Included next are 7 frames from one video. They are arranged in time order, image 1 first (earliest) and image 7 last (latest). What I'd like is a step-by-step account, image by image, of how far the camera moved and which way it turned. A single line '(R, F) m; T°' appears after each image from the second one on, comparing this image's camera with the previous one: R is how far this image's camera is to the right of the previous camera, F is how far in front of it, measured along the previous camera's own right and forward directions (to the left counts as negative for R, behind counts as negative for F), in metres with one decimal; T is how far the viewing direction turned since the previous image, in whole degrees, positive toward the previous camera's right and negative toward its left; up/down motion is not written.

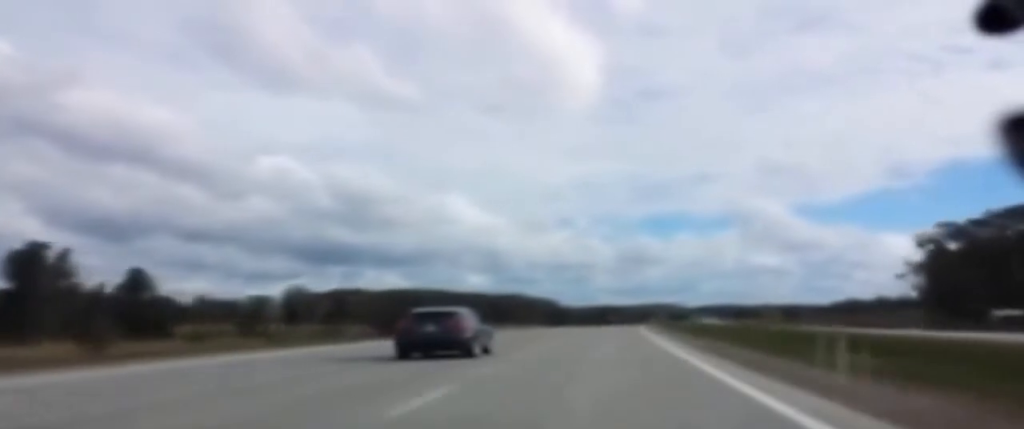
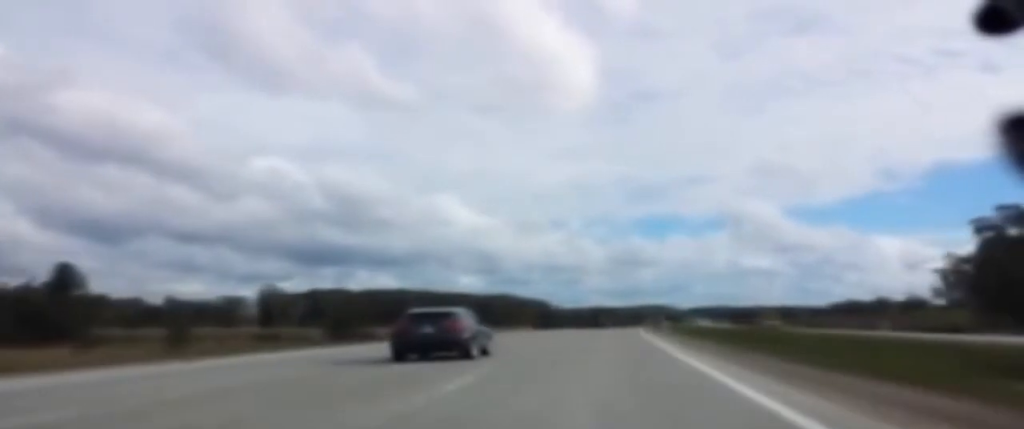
(-0.1, +22.2) m; +1°
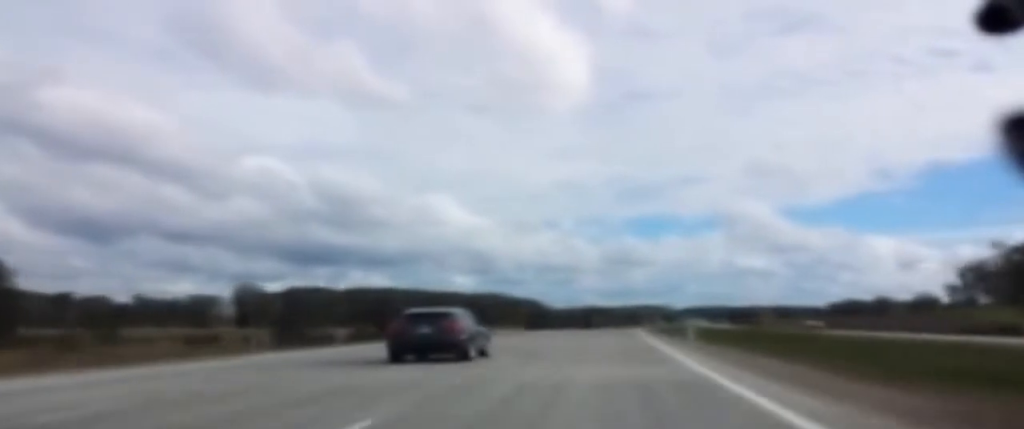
(+0.3, +18.2) m; 0°
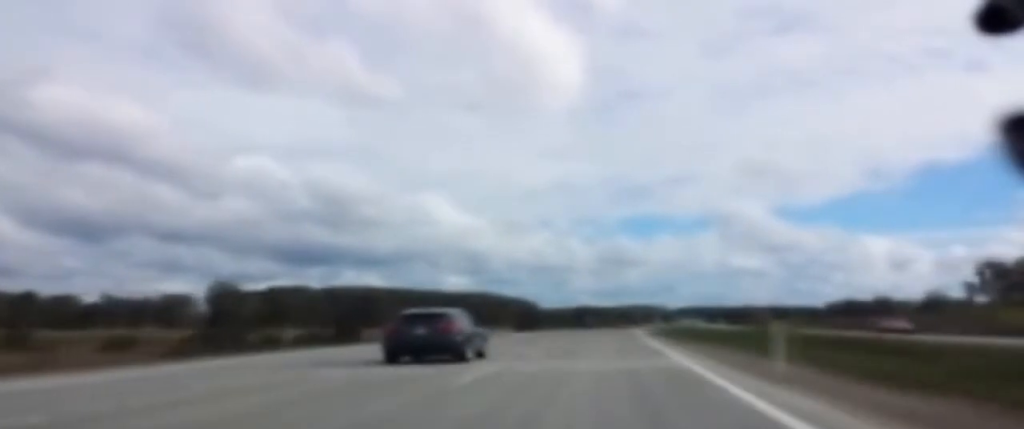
(+0.1, +17.2) m; 0°
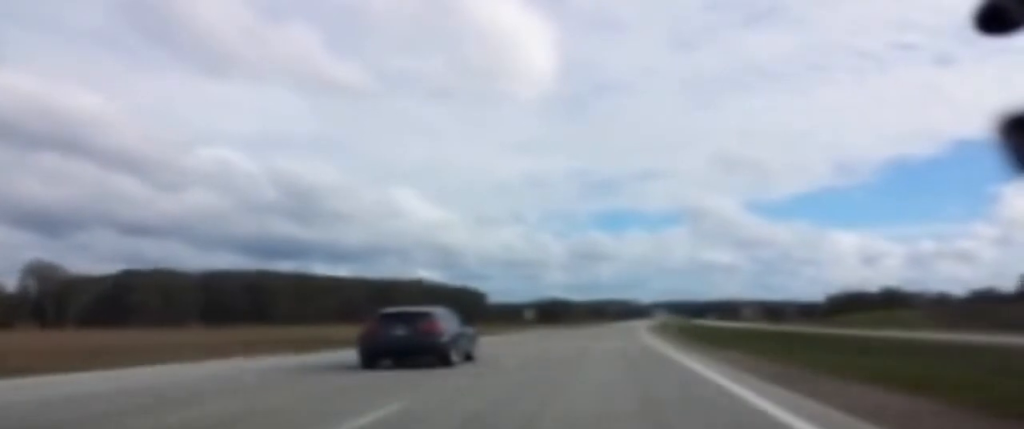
(+1.7, +93.0) m; +2°
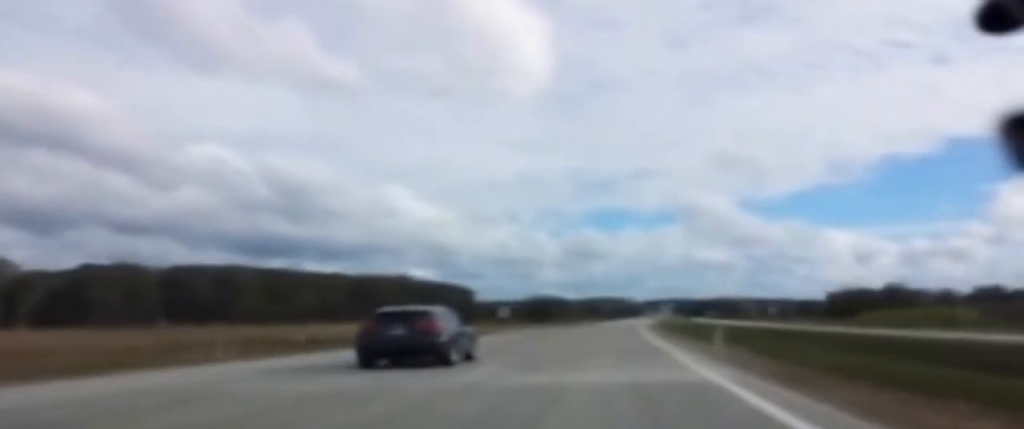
(+0.1, +18.3) m; 0°
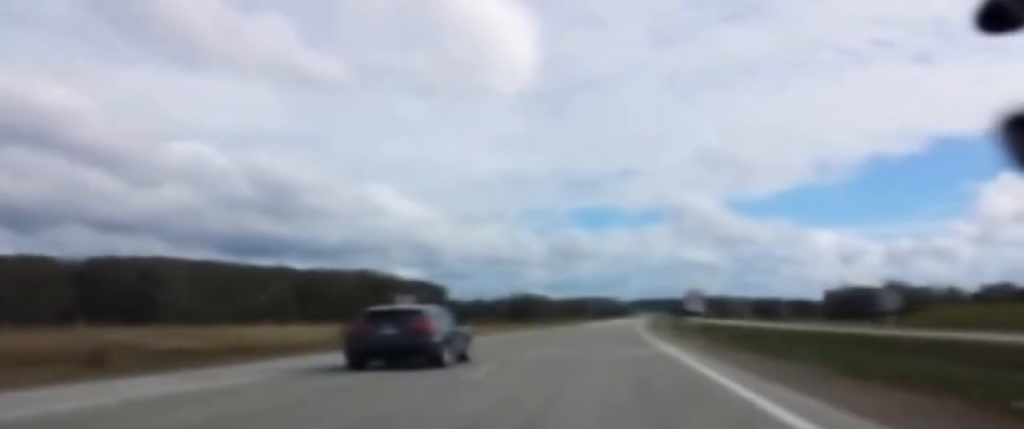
(0.0, +35.8) m; 0°
